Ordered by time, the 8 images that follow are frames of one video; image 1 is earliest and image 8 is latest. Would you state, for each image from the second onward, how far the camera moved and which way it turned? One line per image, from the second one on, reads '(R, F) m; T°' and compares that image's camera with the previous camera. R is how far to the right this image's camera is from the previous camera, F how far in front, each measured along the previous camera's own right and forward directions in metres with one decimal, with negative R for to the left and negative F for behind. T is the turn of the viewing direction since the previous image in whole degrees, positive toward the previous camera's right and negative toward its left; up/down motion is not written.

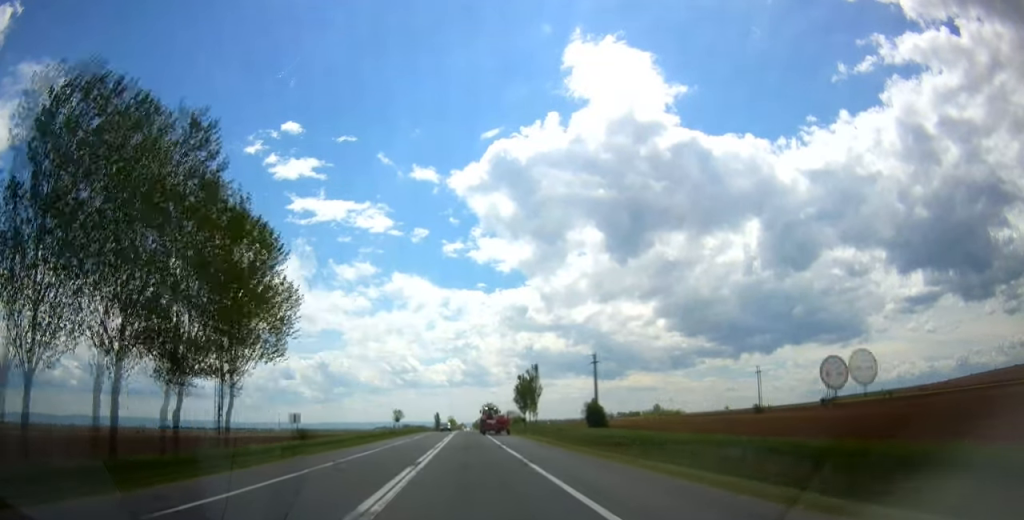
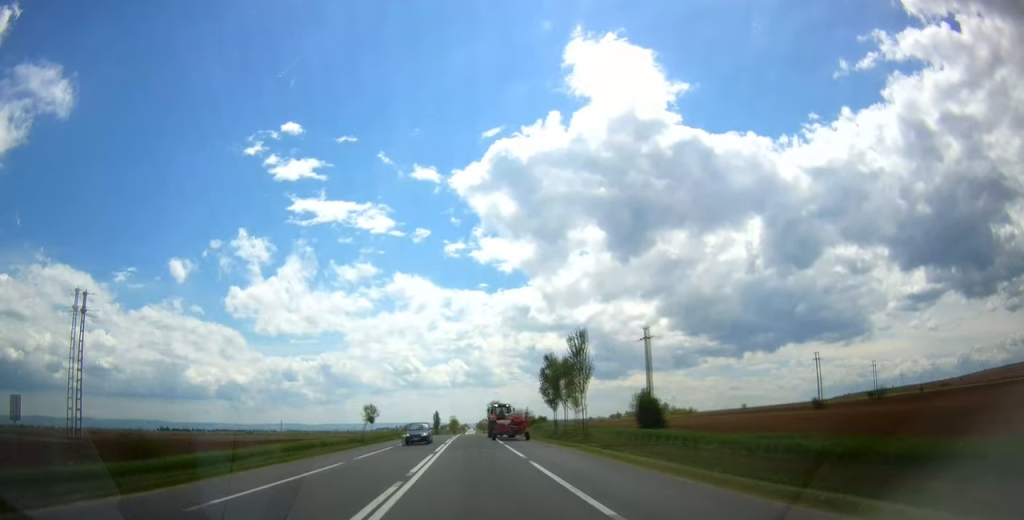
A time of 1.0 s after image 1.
(-0.2, +29.9) m; 0°
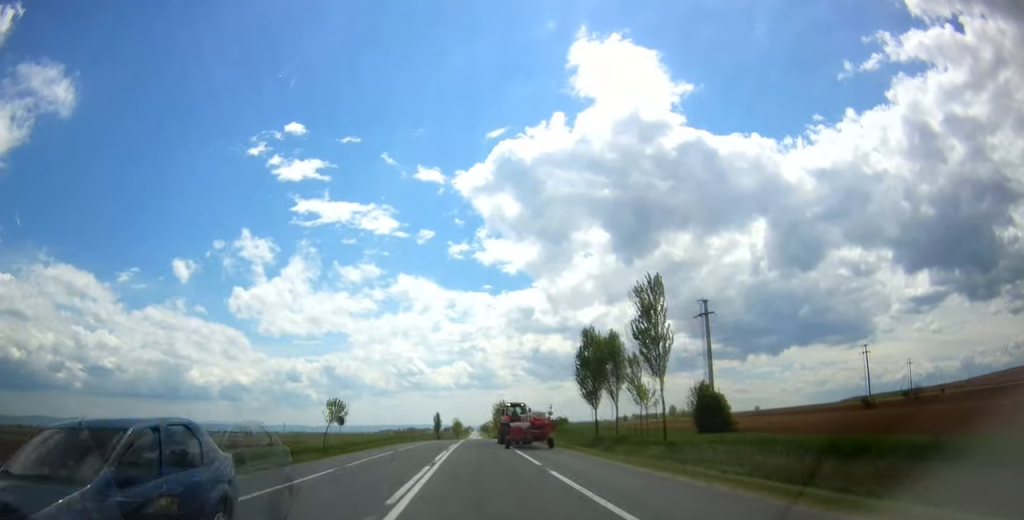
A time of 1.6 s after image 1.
(-0.2, +18.7) m; 0°
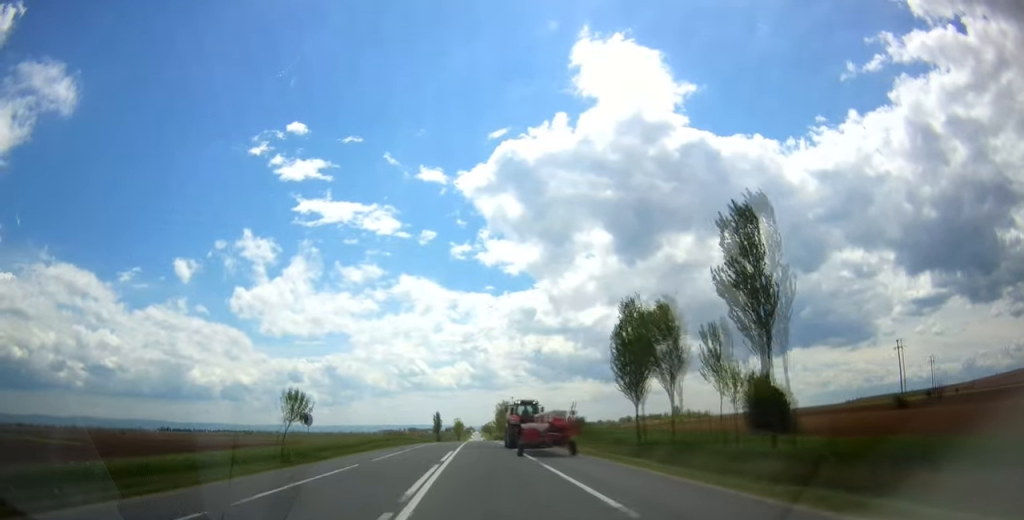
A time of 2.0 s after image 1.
(+0.3, +11.4) m; 0°
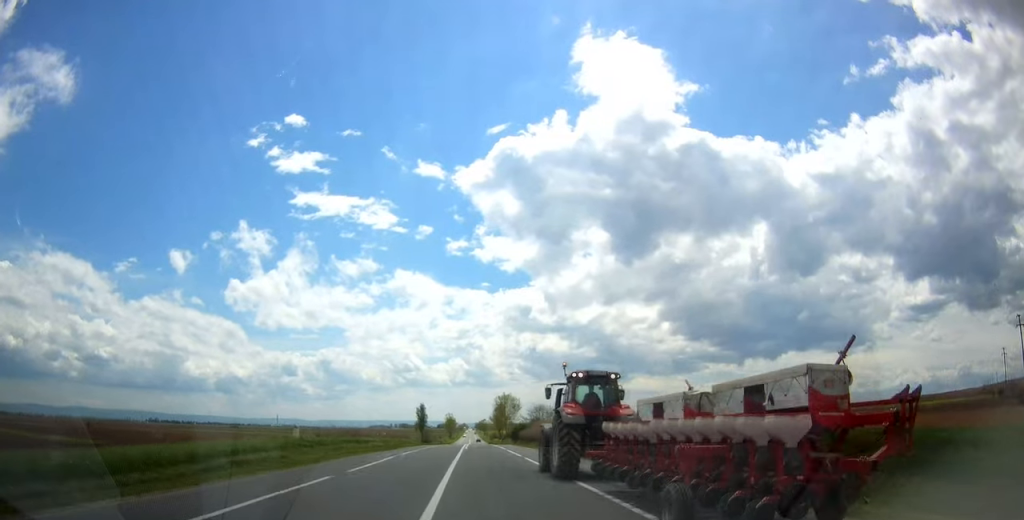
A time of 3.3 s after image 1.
(-0.3, +36.2) m; -1°
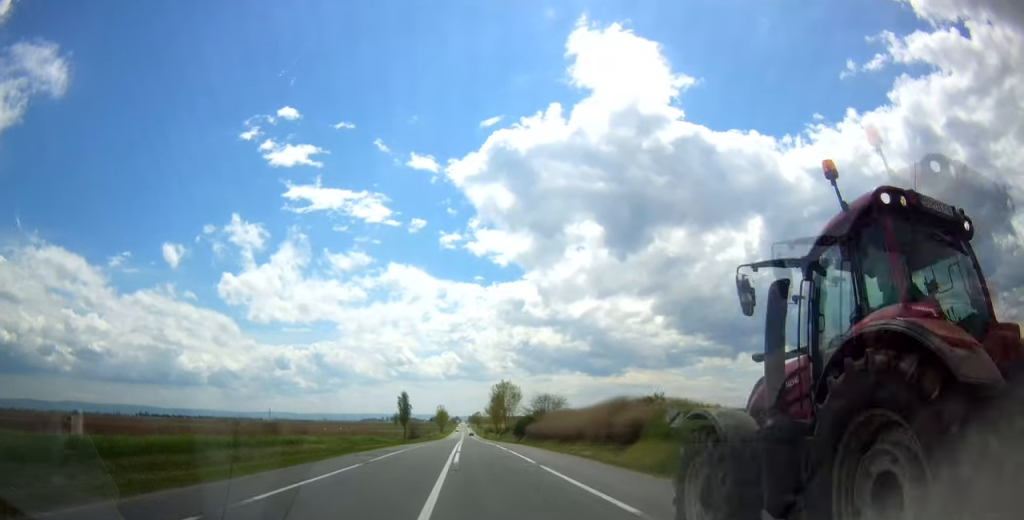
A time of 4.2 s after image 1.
(0.0, +23.6) m; 0°
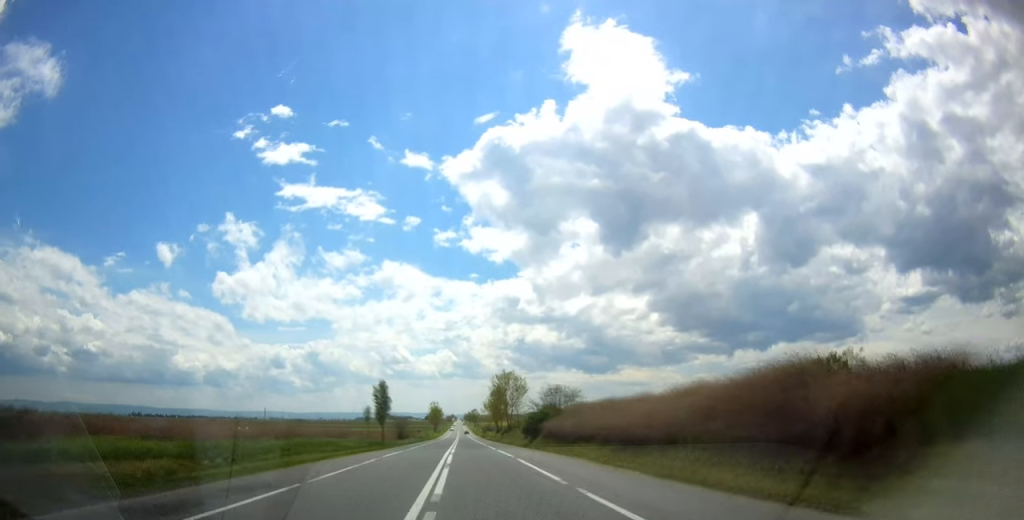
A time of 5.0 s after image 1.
(+0.2, +22.8) m; +1°
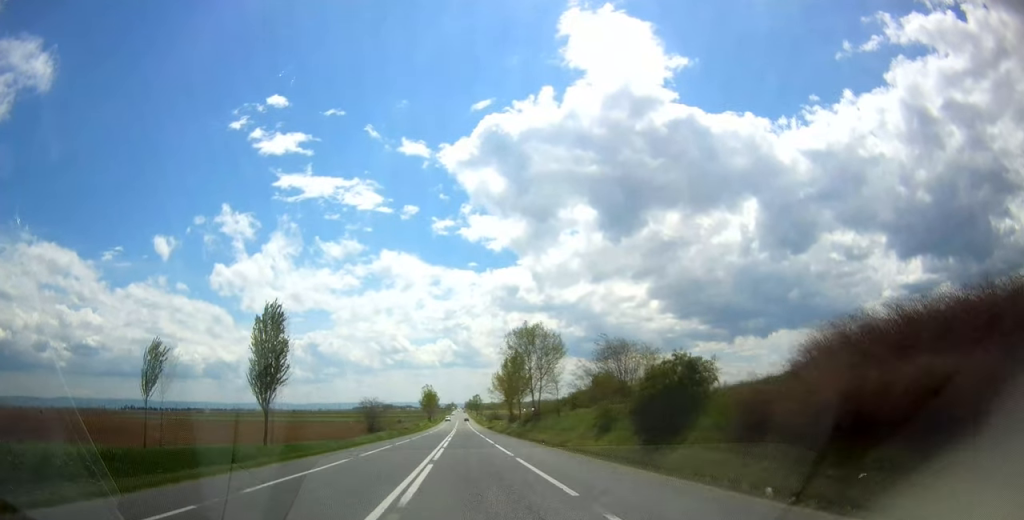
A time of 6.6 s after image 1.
(+0.4, +47.8) m; +1°
